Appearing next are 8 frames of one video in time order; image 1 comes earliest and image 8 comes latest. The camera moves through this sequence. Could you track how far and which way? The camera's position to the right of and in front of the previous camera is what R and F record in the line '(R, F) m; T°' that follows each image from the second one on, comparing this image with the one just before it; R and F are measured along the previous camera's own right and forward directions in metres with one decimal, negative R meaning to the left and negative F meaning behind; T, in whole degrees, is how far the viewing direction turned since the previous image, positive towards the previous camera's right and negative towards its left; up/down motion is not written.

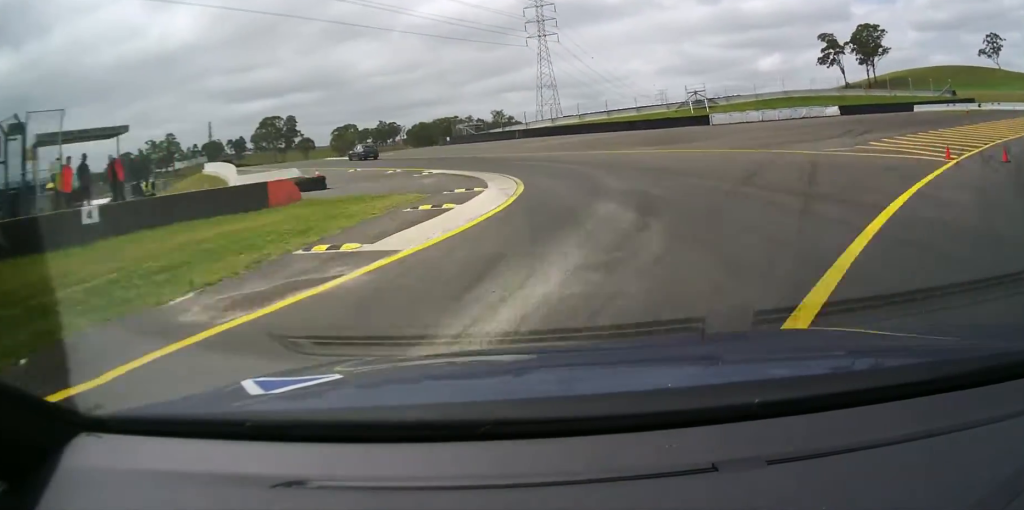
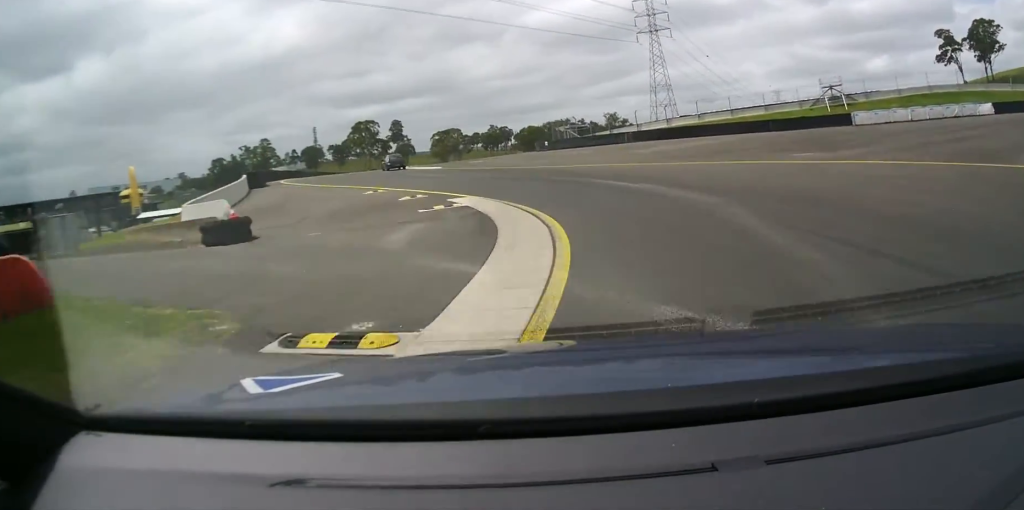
(-0.4, +14.2) m; -2°
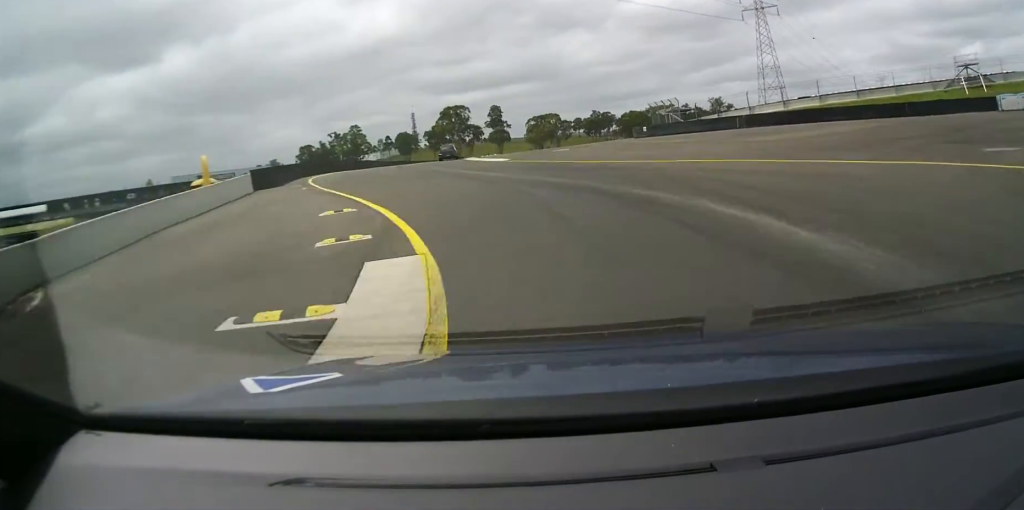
(-0.1, +13.1) m; -4°
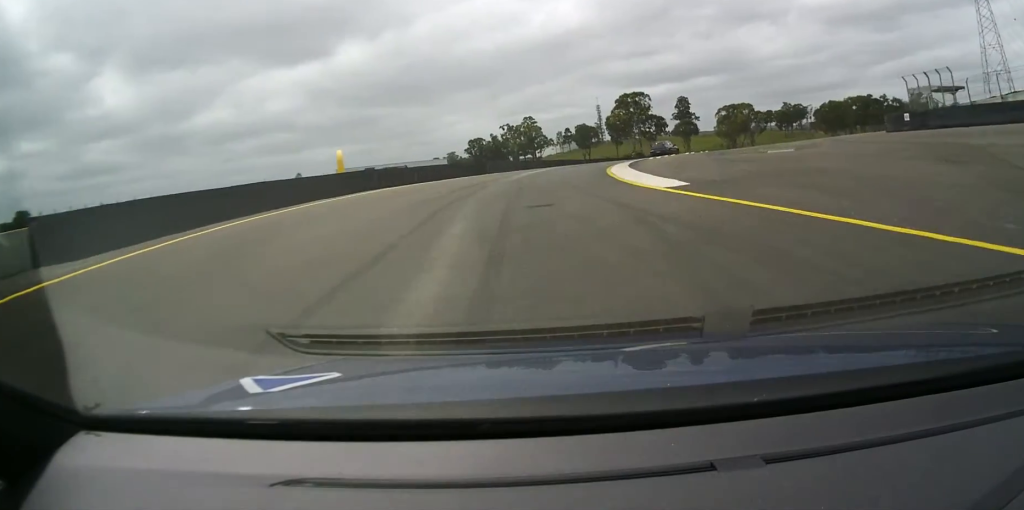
(-2.4, +28.6) m; -26°
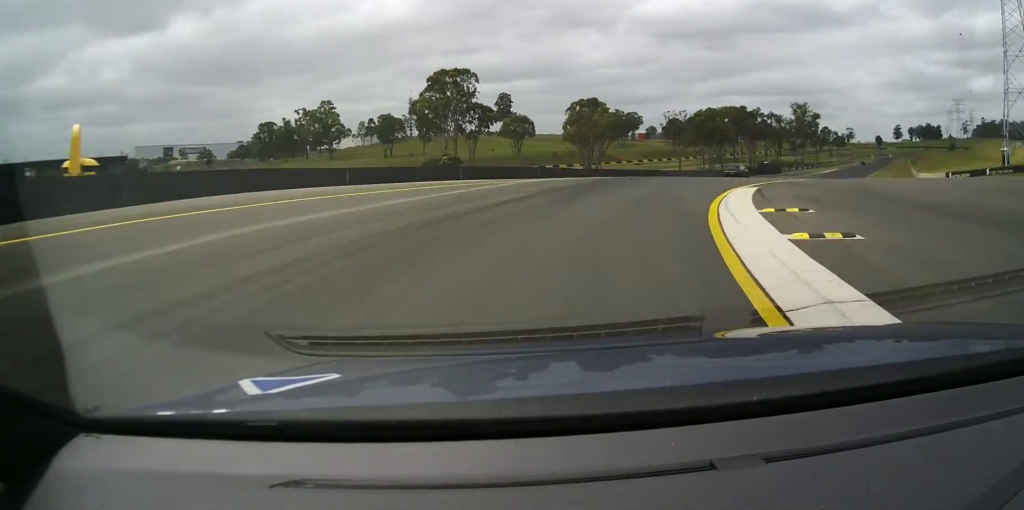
(-8.1, +46.0) m; +7°
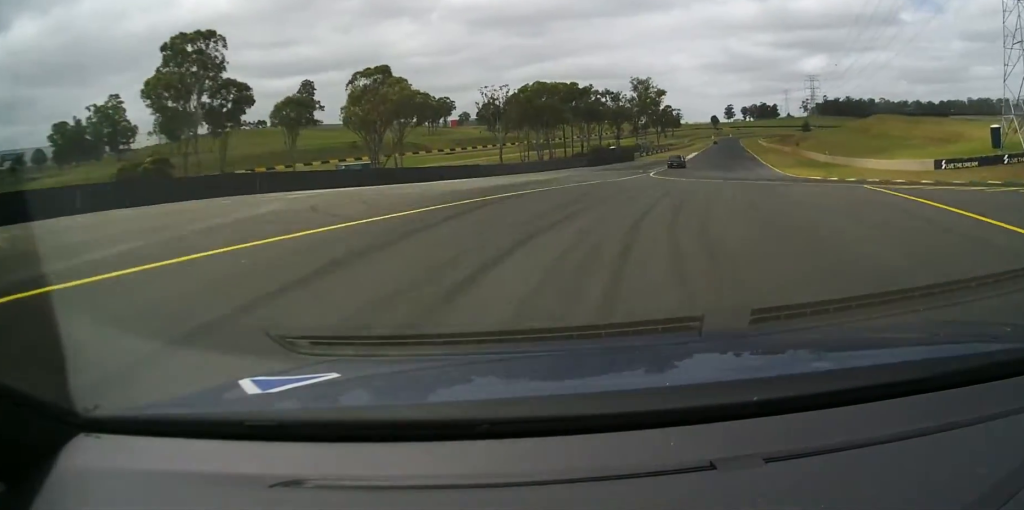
(+3.7, +32.2) m; +7°
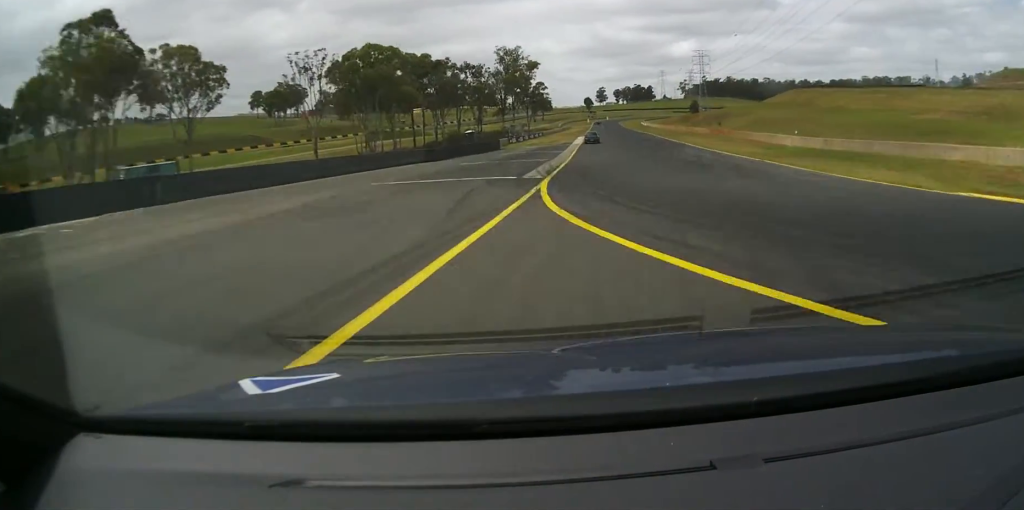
(+0.3, +32.6) m; +1°
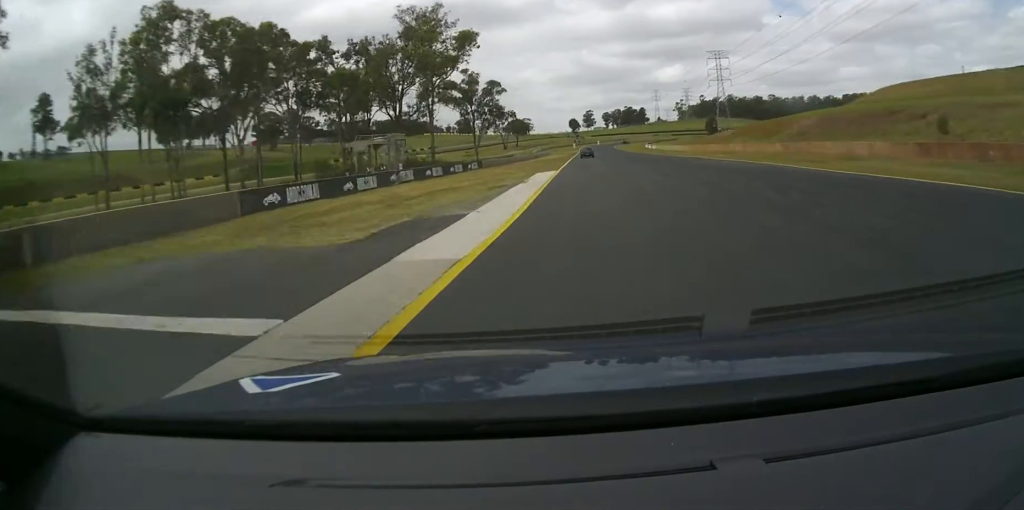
(+0.8, +65.0) m; +8°
